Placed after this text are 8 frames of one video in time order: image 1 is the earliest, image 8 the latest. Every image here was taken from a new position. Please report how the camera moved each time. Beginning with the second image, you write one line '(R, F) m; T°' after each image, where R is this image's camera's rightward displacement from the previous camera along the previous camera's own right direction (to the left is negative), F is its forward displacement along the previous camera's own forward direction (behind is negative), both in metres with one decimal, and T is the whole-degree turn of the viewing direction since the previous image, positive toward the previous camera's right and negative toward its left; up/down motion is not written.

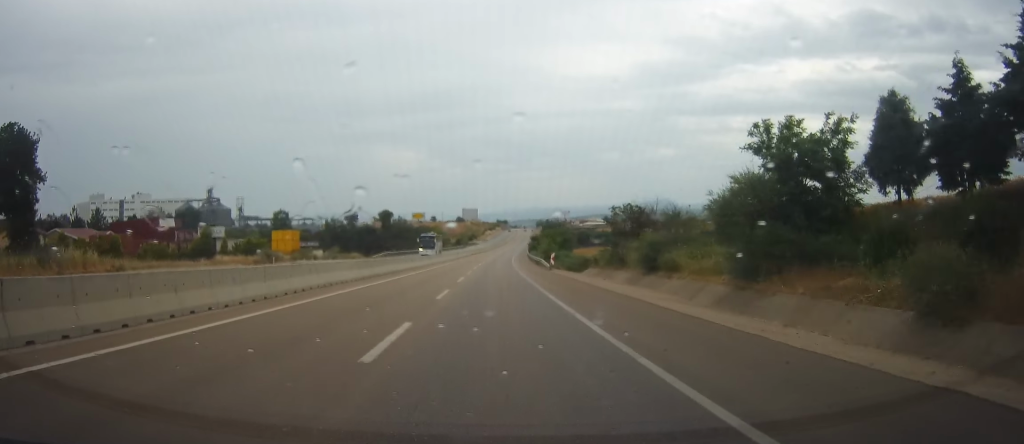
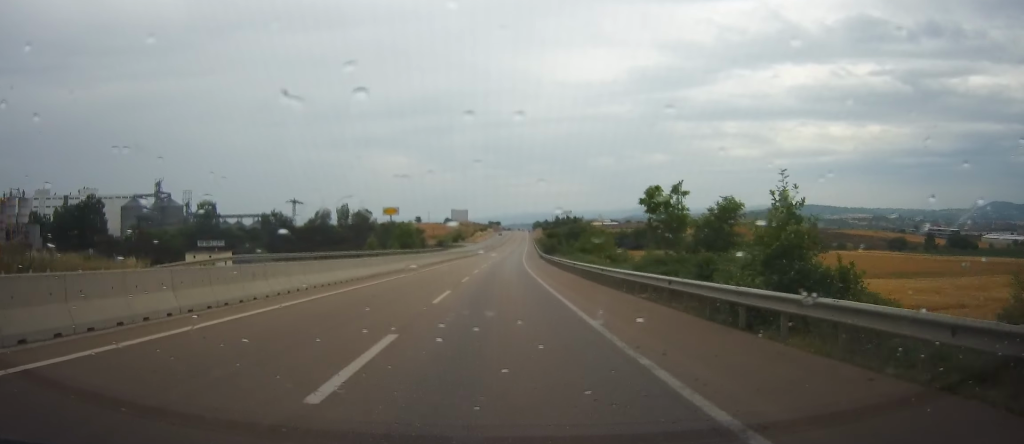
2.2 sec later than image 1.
(-0.9, +61.6) m; -1°
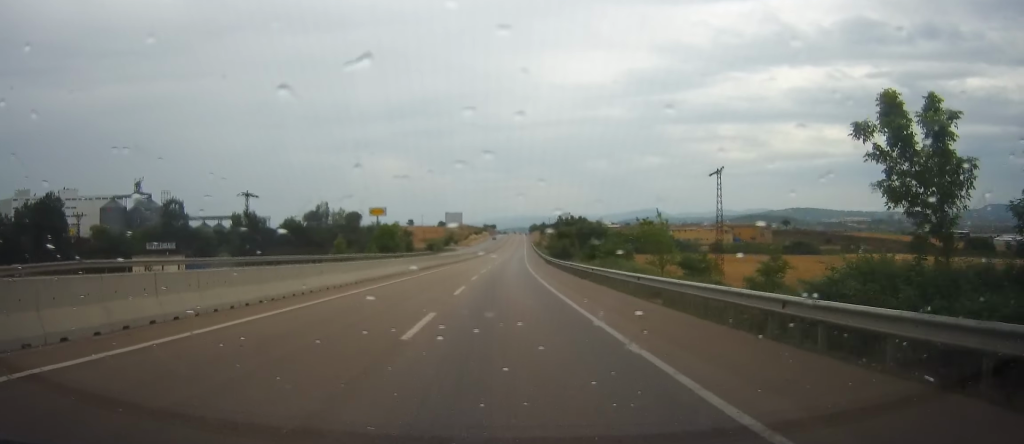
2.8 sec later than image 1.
(+0.2, +19.4) m; +1°
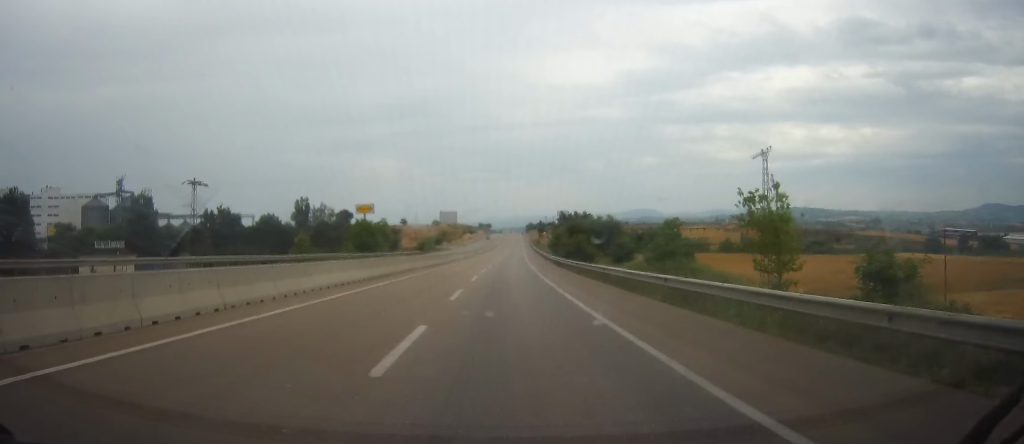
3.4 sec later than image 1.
(+0.1, +15.8) m; +1°
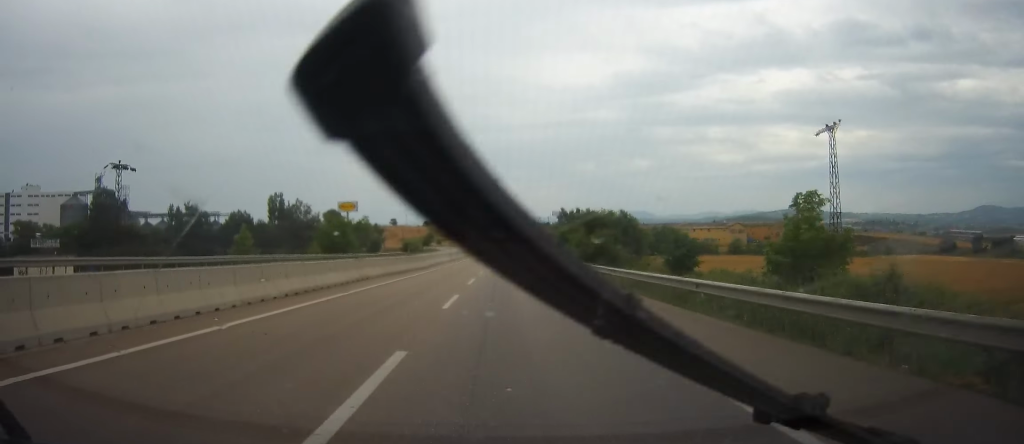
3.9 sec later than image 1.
(+0.2, +15.3) m; 0°
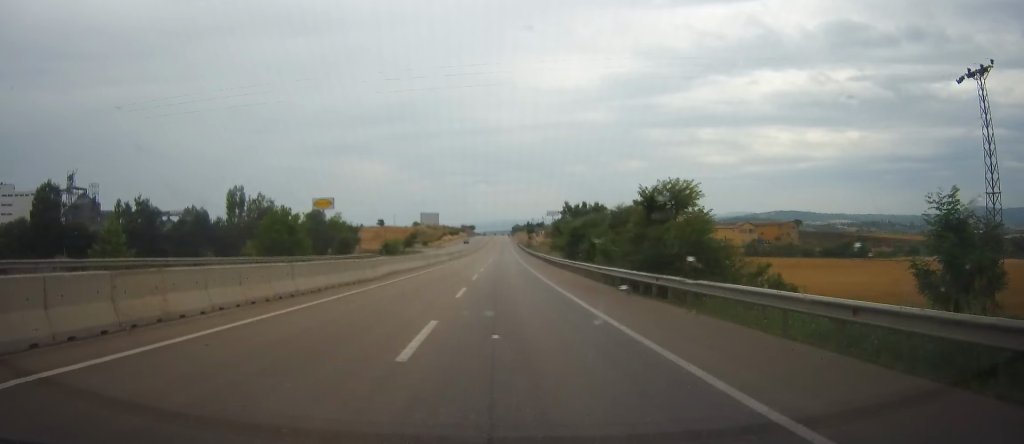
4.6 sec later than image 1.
(0.0, +20.0) m; 0°
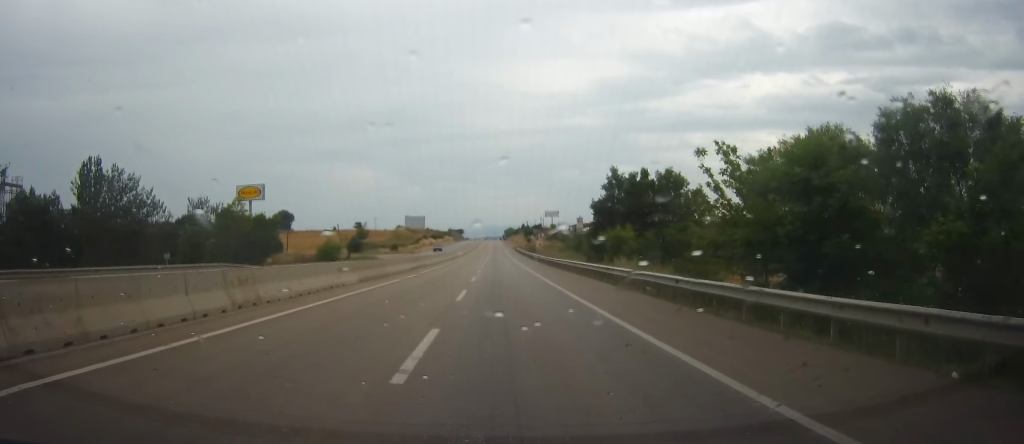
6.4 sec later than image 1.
(+0.3, +50.1) m; +1°
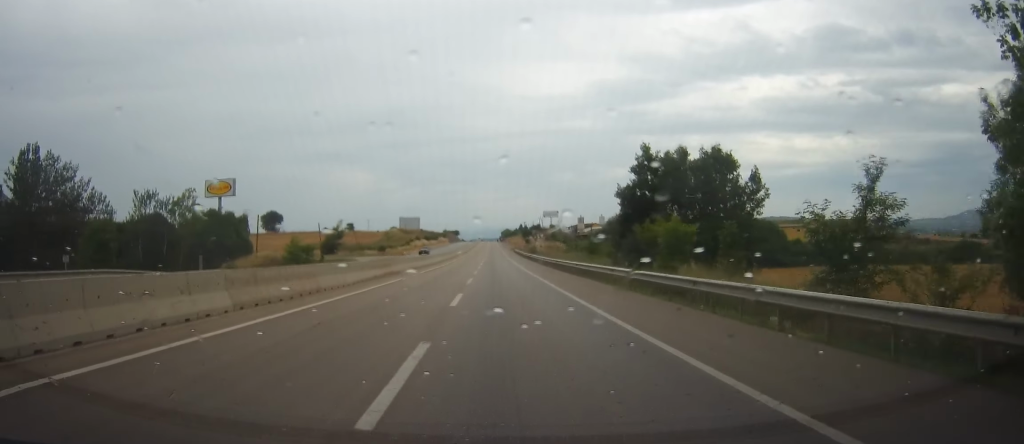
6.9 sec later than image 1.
(+0.2, +14.8) m; 0°
